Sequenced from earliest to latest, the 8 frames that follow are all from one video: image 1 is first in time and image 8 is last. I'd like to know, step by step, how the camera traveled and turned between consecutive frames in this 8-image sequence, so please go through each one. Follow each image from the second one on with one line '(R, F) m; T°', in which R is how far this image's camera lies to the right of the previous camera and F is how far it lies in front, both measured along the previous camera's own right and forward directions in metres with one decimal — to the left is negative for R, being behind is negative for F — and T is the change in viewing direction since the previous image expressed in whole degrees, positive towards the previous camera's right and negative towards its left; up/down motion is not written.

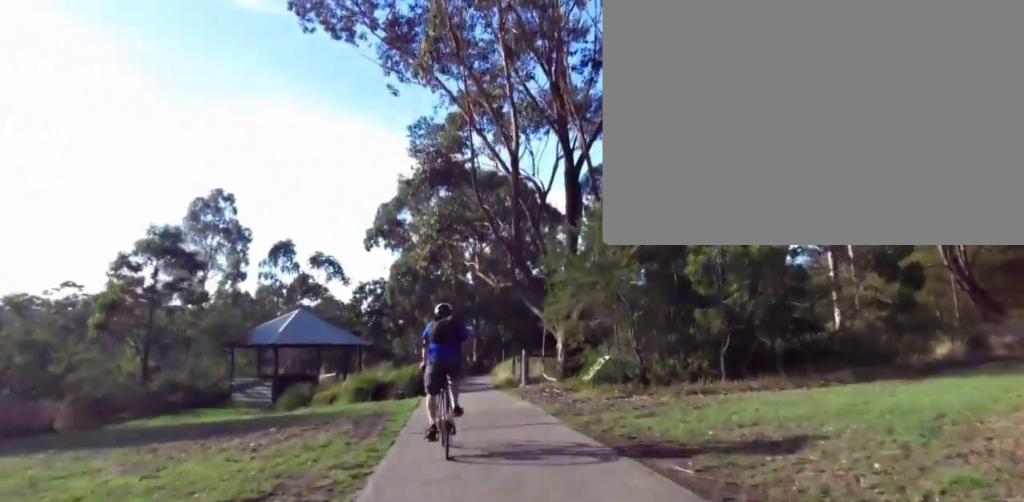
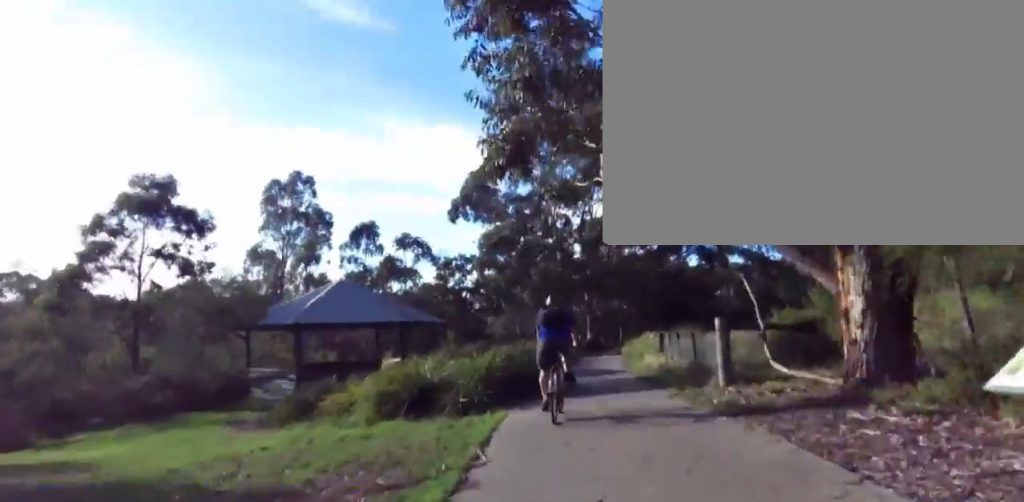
(-0.1, +9.4) m; -12°
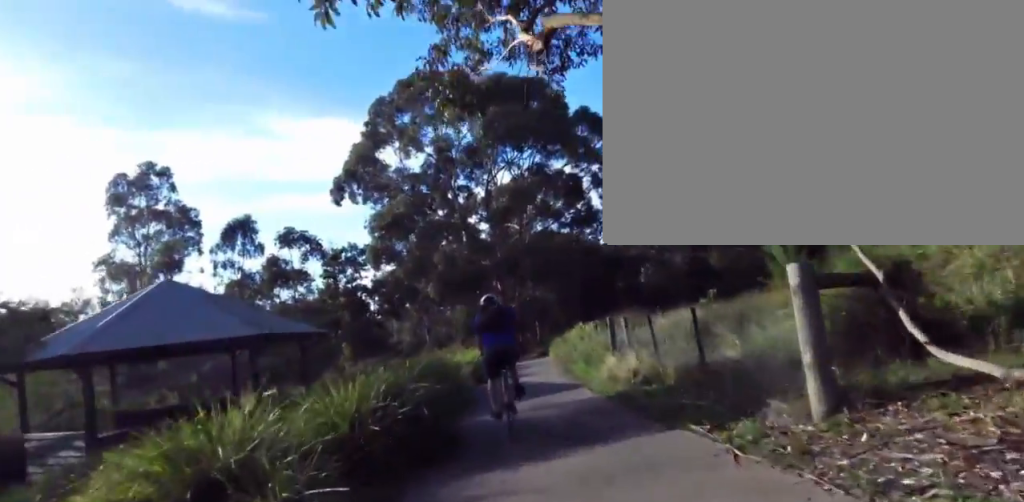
(-0.4, +4.2) m; +3°
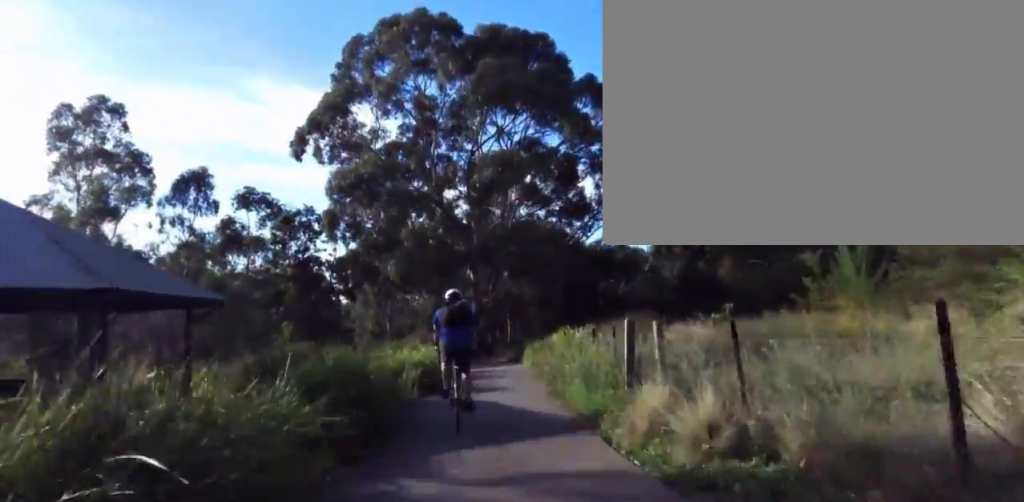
(0.0, +3.9) m; +5°
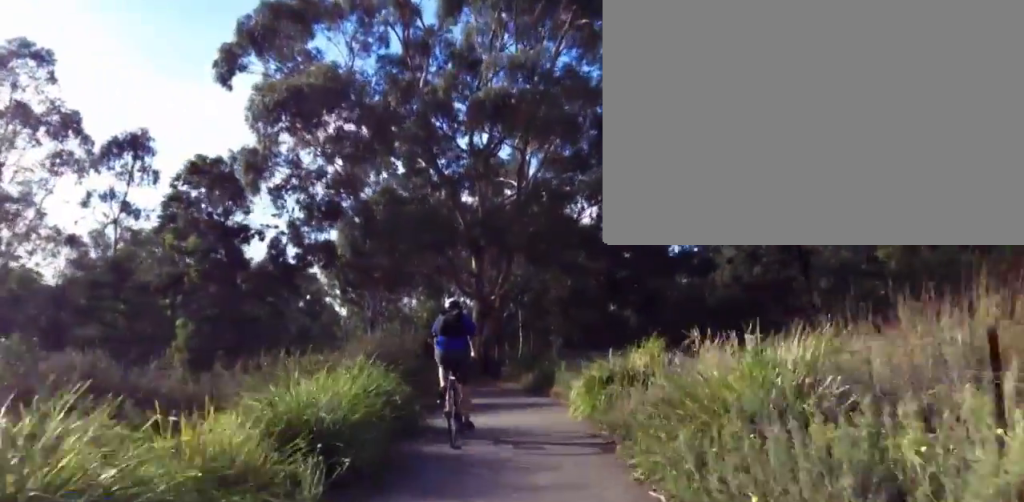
(+0.8, +10.6) m; -2°
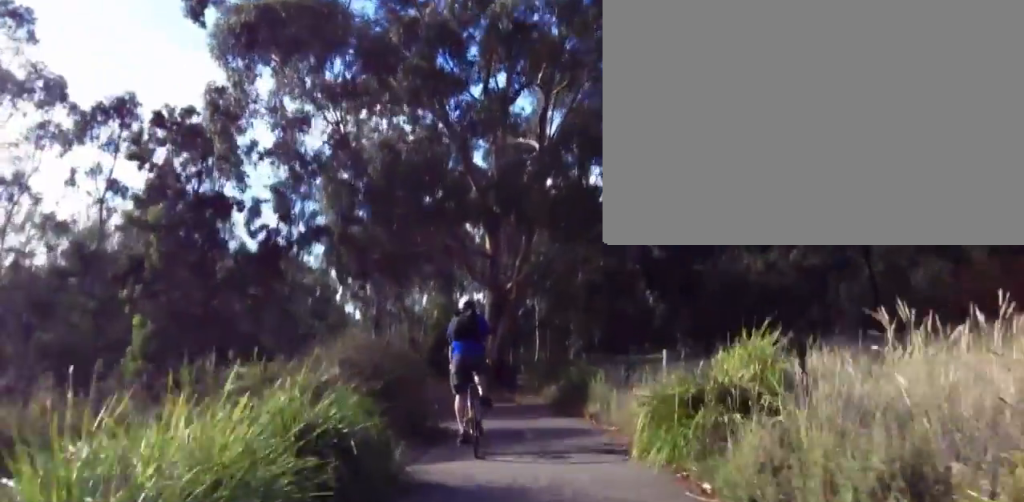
(-0.1, +3.2) m; -3°
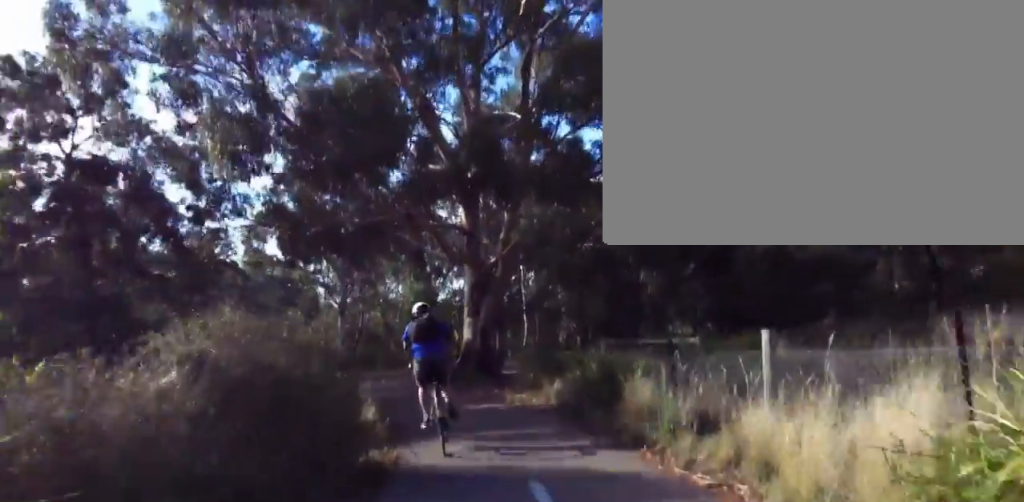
(-0.2, +4.1) m; -2°
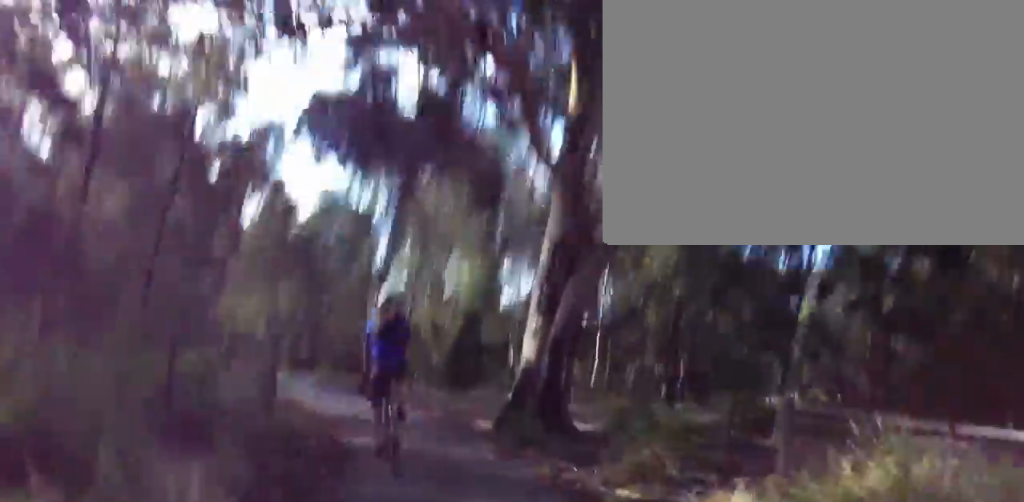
(-0.1, +6.3) m; -7°
